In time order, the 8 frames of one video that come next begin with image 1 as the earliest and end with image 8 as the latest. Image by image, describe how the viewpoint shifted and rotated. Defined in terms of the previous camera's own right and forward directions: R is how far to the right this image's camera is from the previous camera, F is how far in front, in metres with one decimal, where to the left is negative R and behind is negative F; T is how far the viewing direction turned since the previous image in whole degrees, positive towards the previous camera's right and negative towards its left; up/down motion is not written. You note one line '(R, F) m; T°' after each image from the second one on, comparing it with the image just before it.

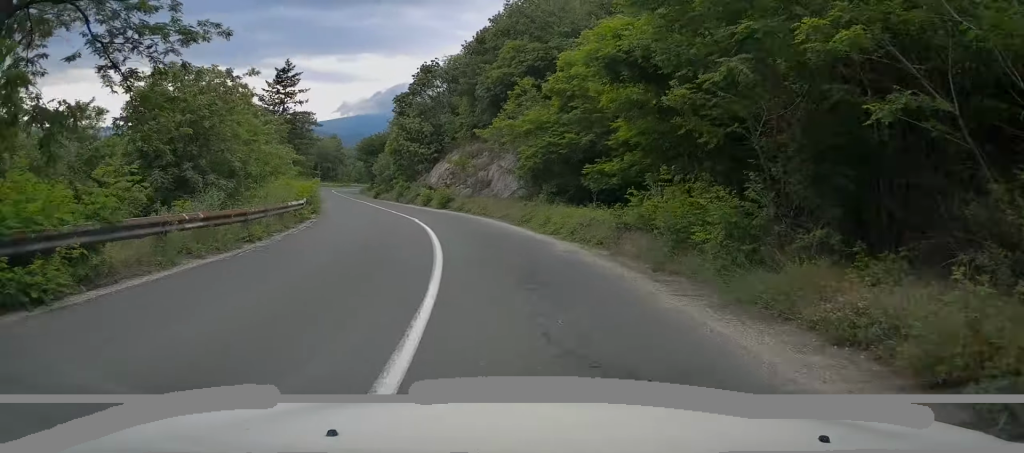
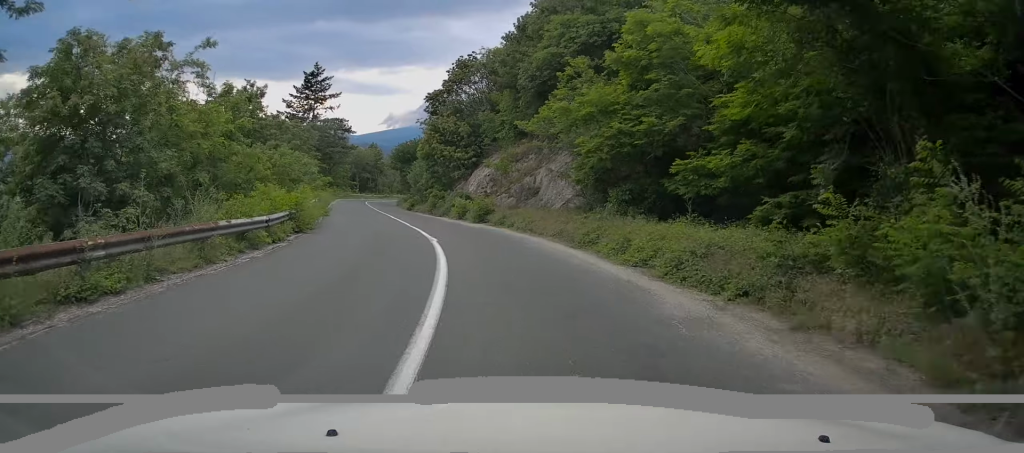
(0.0, +6.4) m; -3°
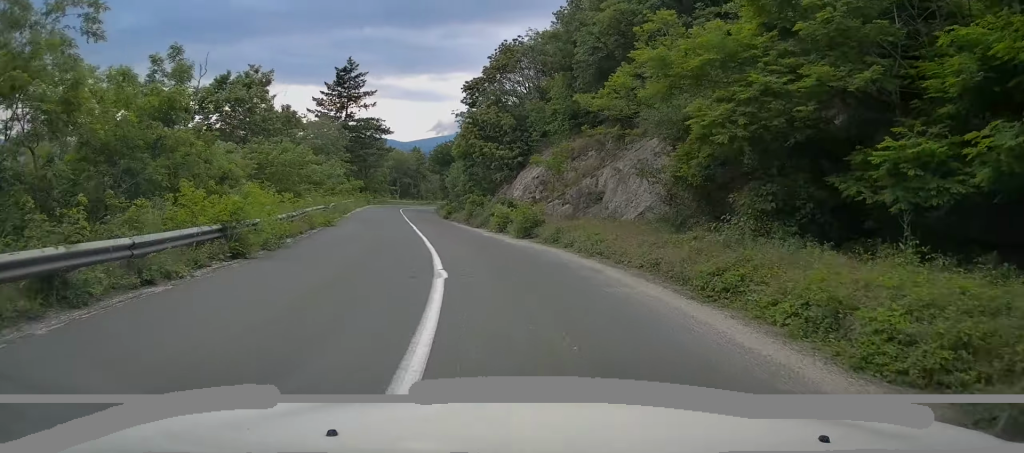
(-0.4, +6.9) m; -3°
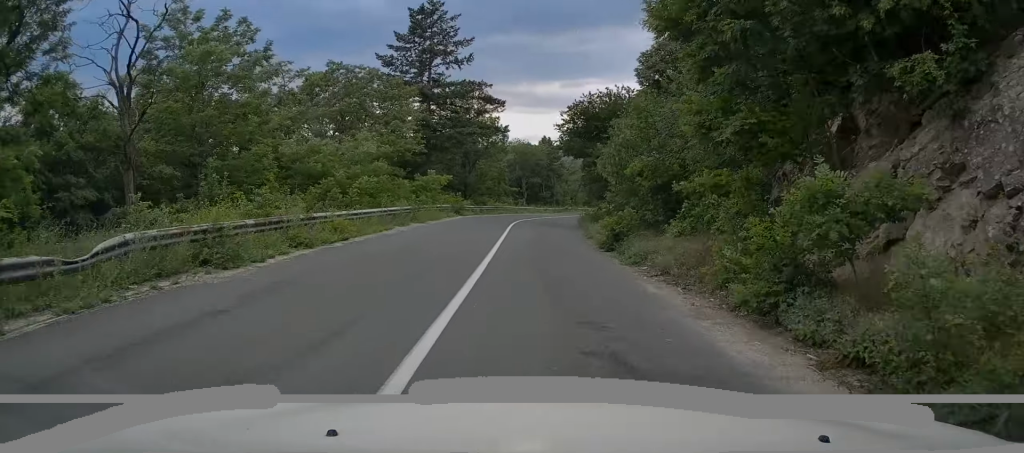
(-3.3, +27.8) m; -12°
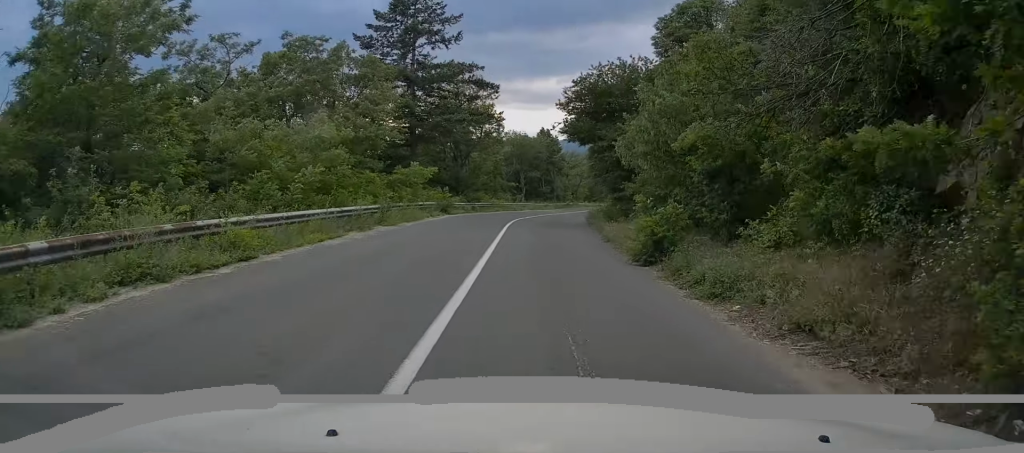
(-0.2, +5.7) m; -2°
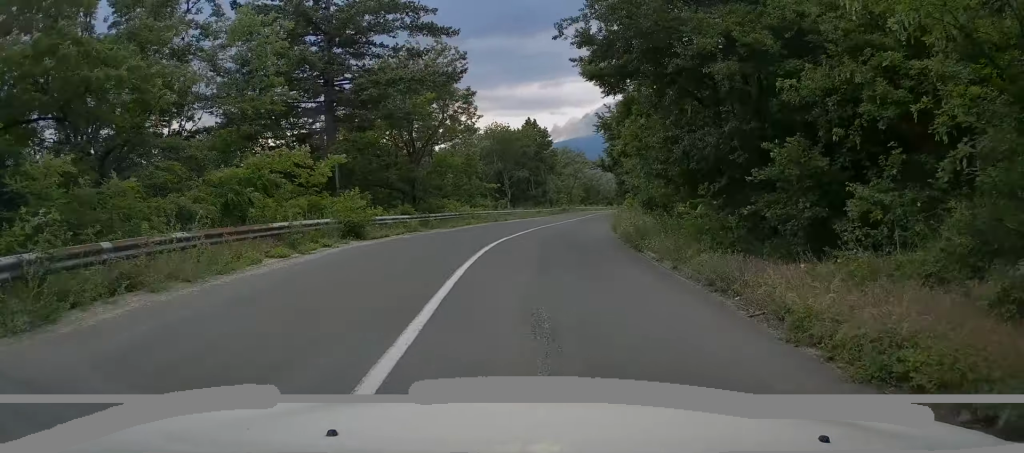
(+0.2, +15.7) m; +3°
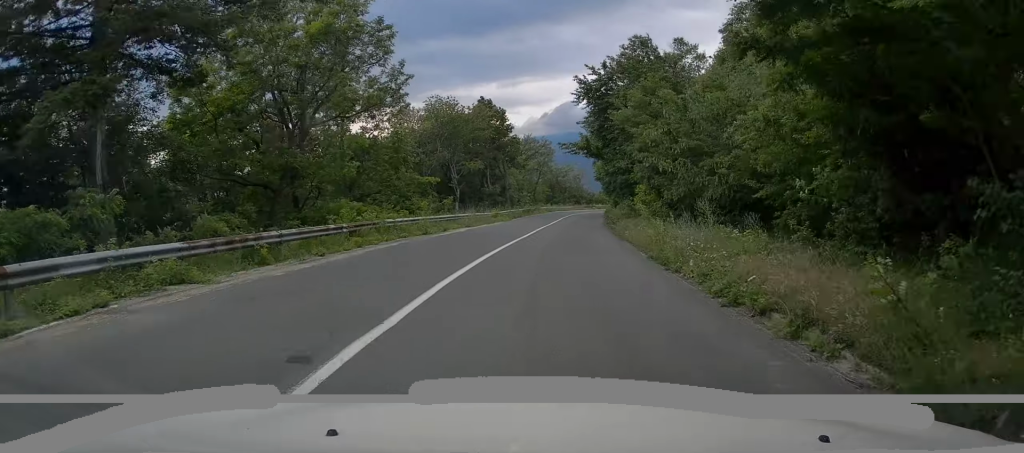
(+0.6, +14.4) m; +4°
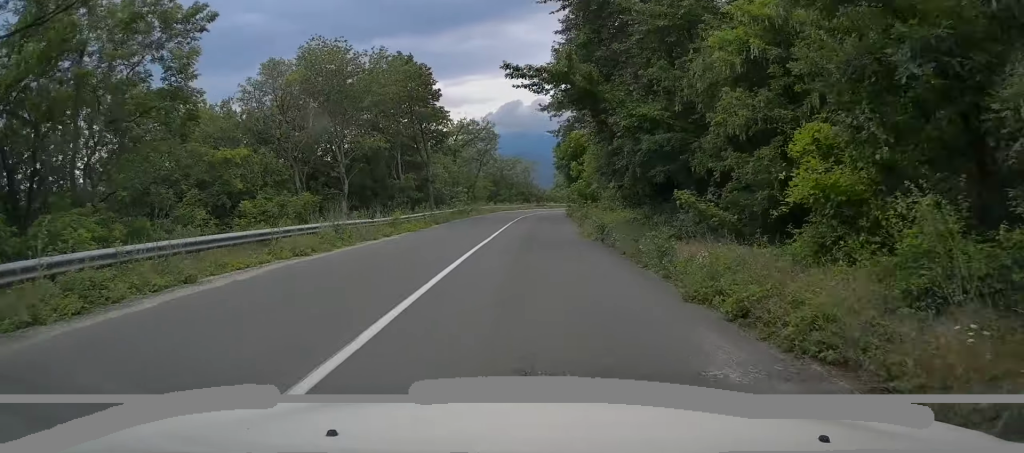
(+0.4, +17.5) m; +4°
